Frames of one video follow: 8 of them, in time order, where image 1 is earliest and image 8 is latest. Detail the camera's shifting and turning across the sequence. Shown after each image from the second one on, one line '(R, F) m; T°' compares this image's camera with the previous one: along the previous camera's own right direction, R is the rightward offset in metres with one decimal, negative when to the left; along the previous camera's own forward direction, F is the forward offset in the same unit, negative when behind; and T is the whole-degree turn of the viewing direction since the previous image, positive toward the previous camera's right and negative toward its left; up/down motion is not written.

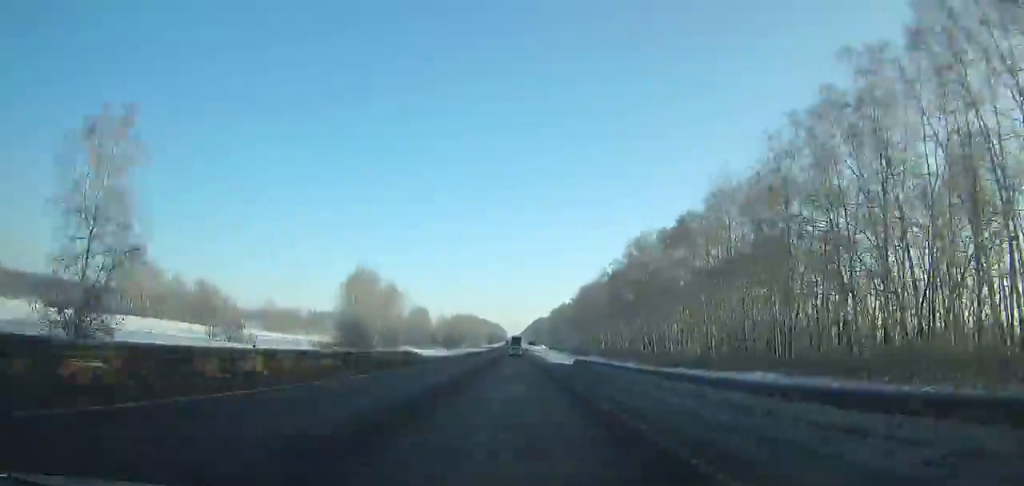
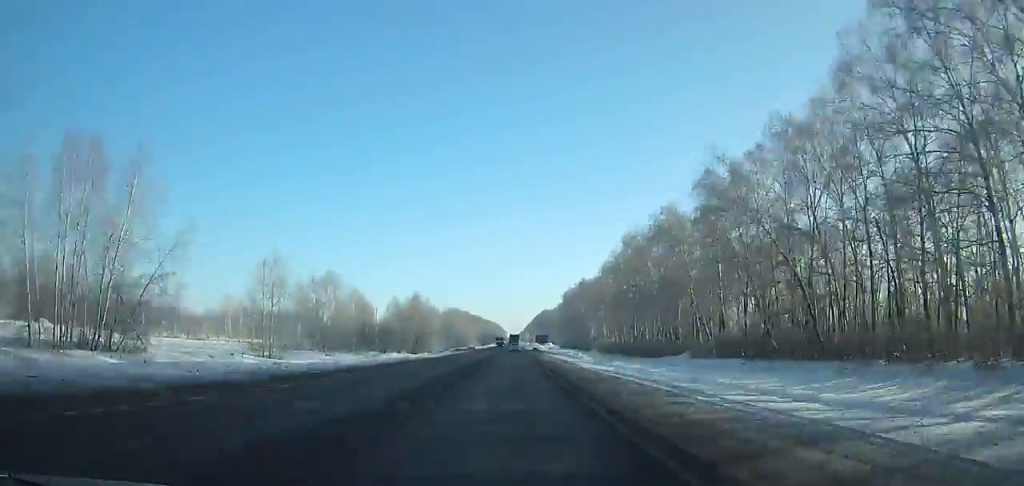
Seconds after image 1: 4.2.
(-0.5, +90.6) m; -1°
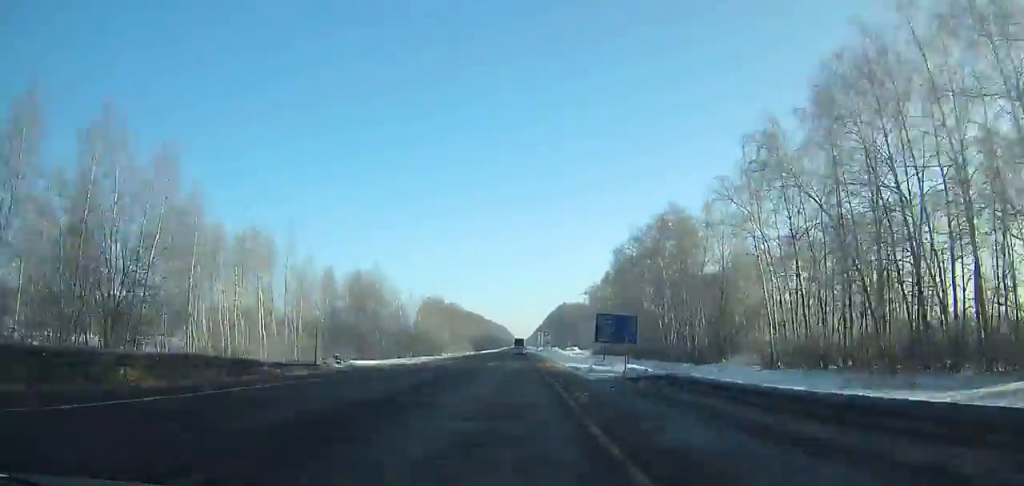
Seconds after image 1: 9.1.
(-1.1, +103.2) m; -1°
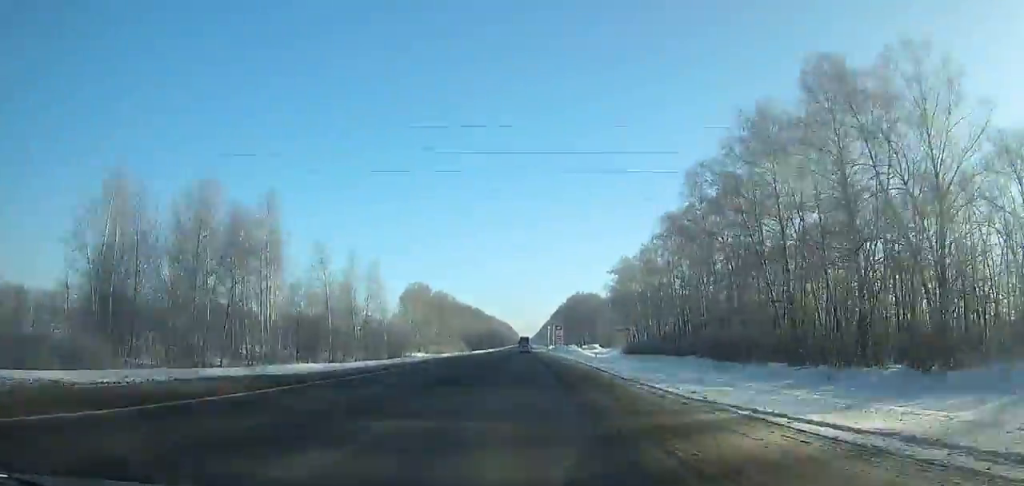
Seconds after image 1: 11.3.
(-0.2, +45.6) m; 0°
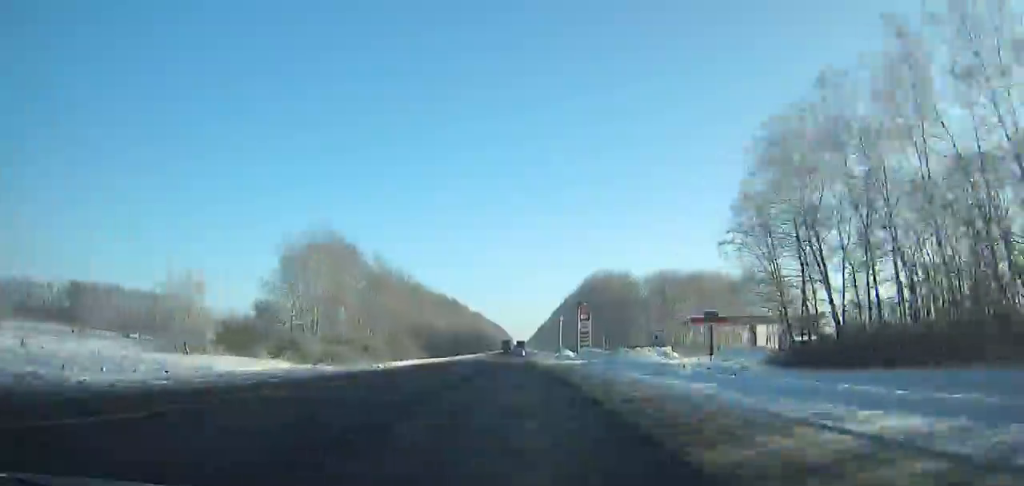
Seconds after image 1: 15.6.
(+0.8, +89.5) m; +1°
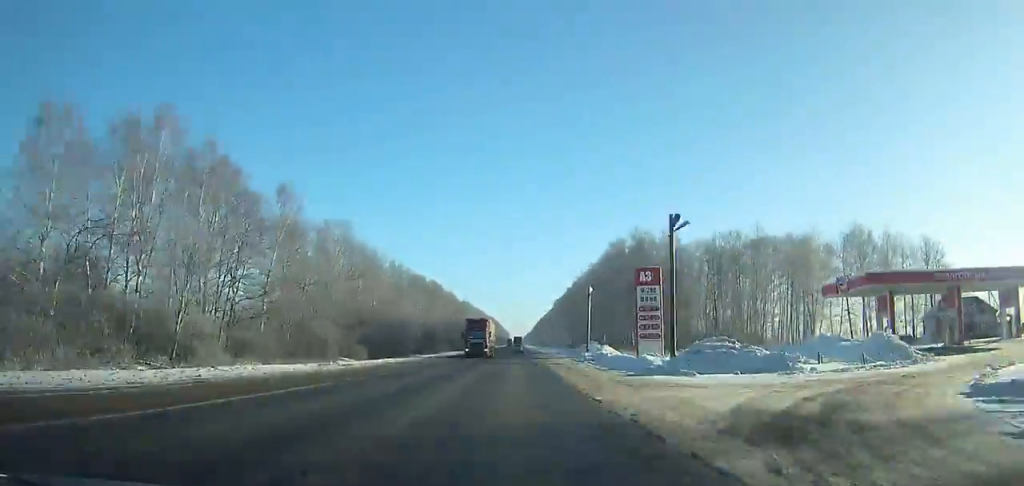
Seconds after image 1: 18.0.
(-0.1, +51.7) m; 0°
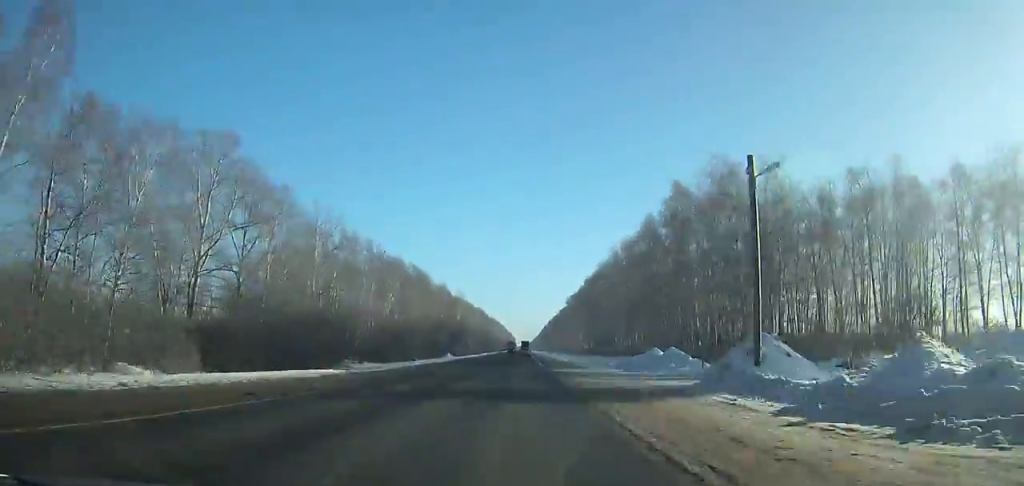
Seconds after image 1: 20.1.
(-0.1, +46.7) m; 0°
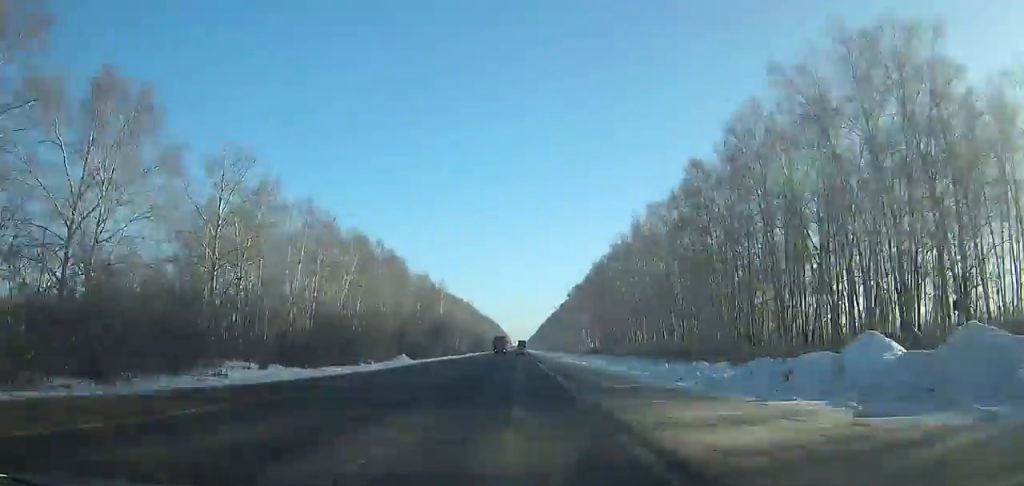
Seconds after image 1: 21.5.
(0.0, +31.4) m; 0°
